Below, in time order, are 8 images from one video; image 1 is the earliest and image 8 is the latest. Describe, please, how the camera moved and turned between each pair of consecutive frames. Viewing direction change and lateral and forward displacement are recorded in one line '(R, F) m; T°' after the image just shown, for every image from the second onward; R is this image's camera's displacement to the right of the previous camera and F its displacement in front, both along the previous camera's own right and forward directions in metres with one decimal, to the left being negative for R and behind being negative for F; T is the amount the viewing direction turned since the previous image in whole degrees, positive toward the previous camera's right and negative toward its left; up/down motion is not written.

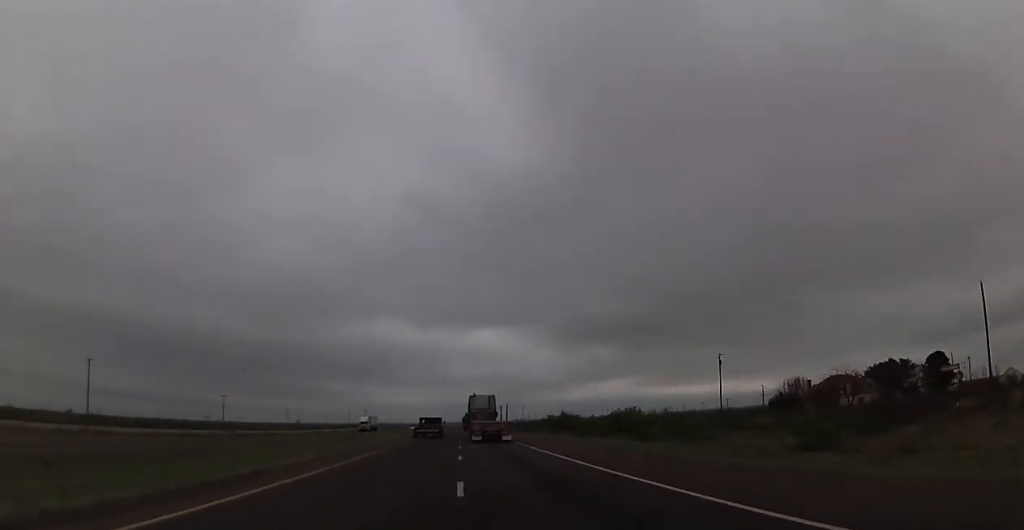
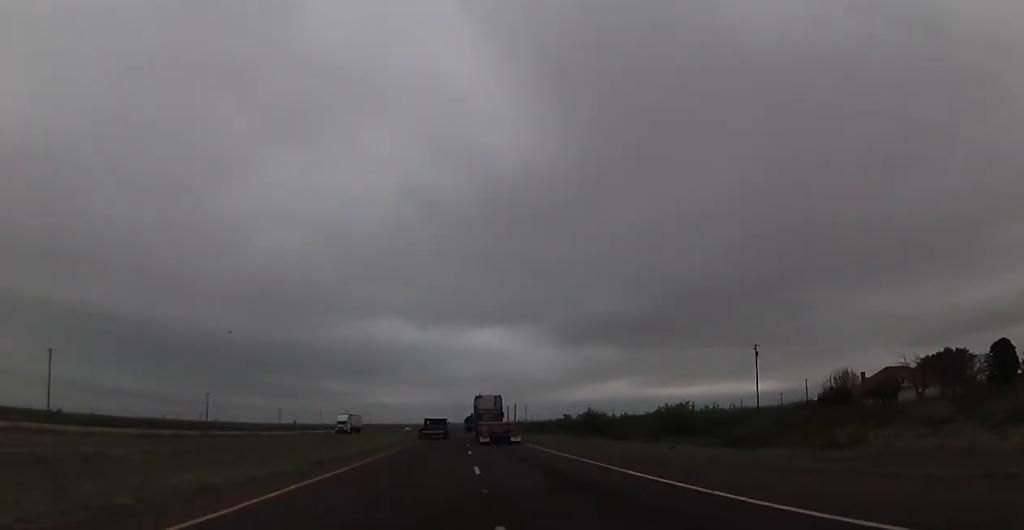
(-0.1, +18.8) m; 0°
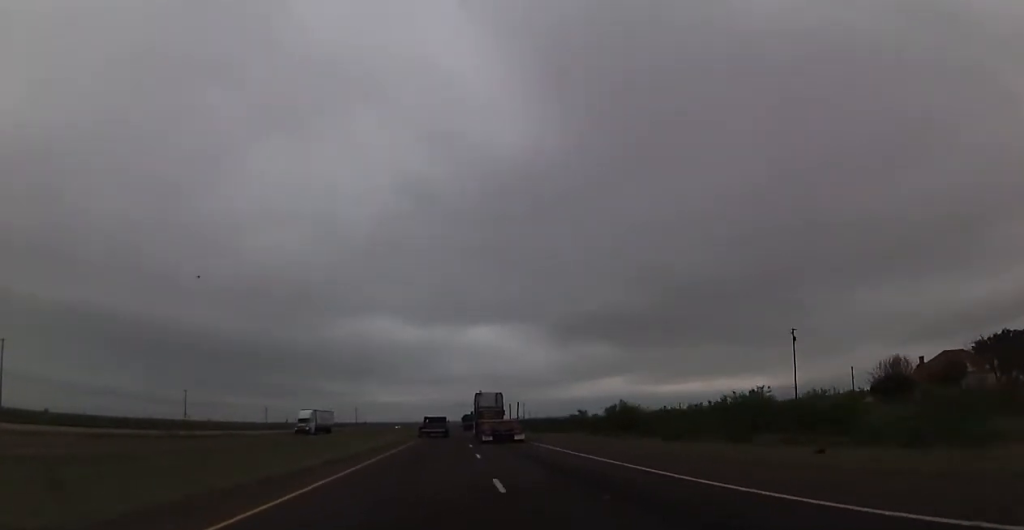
(-0.1, +17.6) m; 0°
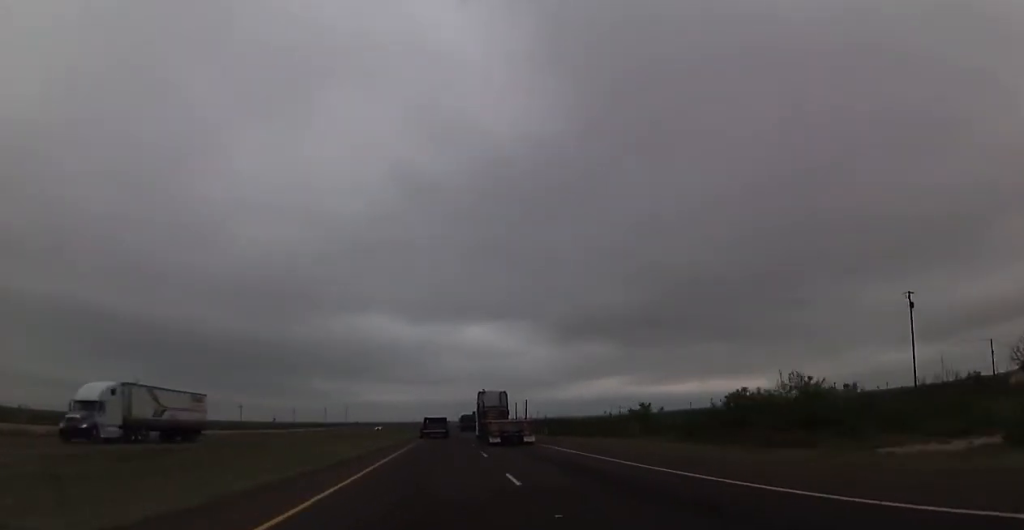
(+0.4, +35.4) m; 0°
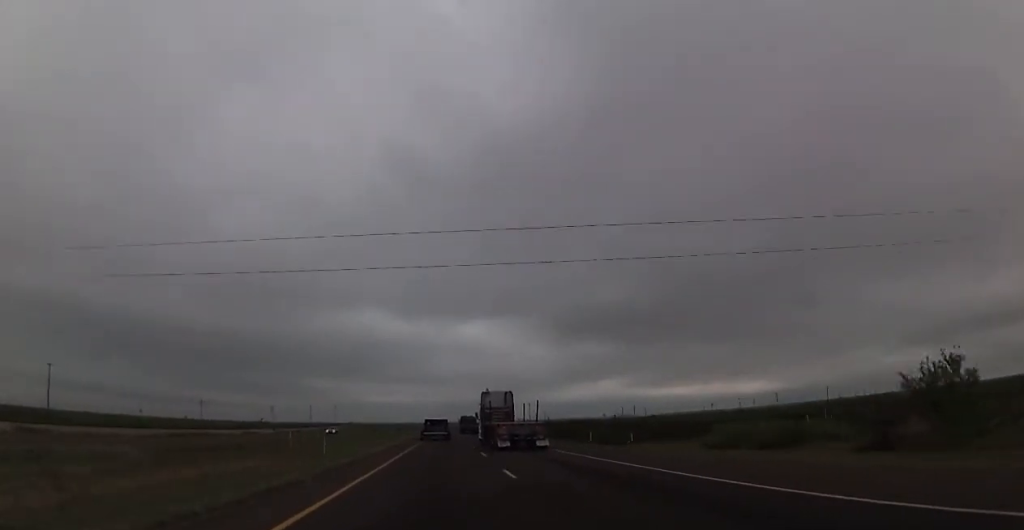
(-0.3, +47.3) m; 0°
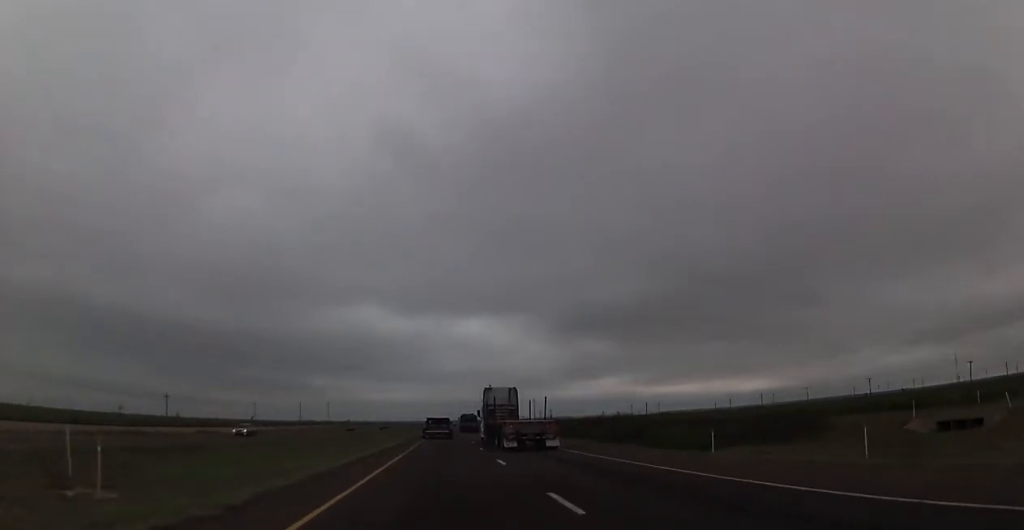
(+0.1, +31.8) m; +1°
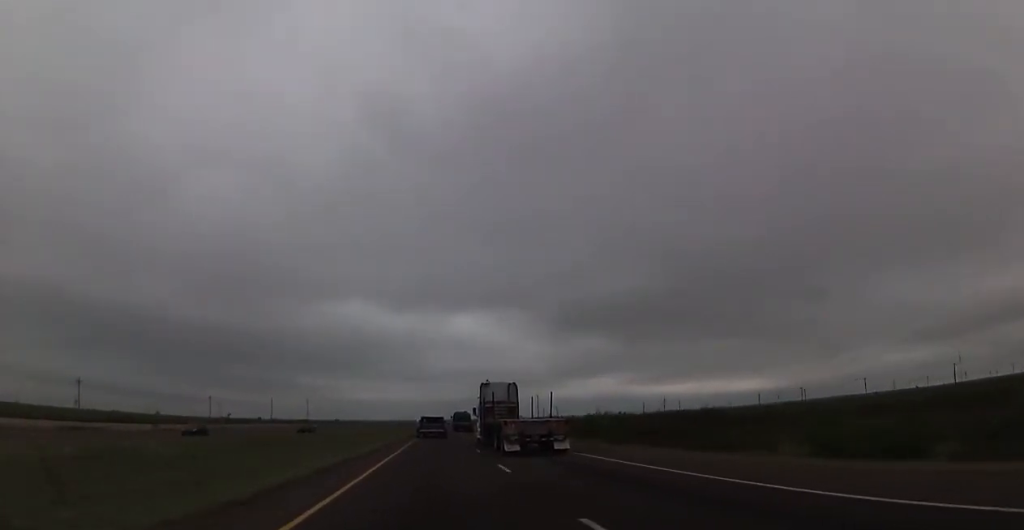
(+0.6, +52.6) m; +1°
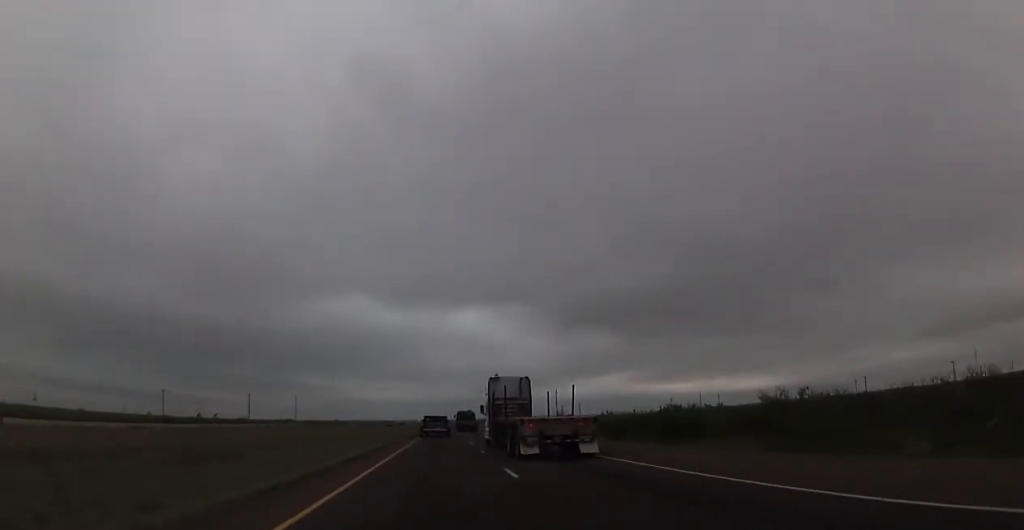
(-0.1, +51.3) m; -1°
